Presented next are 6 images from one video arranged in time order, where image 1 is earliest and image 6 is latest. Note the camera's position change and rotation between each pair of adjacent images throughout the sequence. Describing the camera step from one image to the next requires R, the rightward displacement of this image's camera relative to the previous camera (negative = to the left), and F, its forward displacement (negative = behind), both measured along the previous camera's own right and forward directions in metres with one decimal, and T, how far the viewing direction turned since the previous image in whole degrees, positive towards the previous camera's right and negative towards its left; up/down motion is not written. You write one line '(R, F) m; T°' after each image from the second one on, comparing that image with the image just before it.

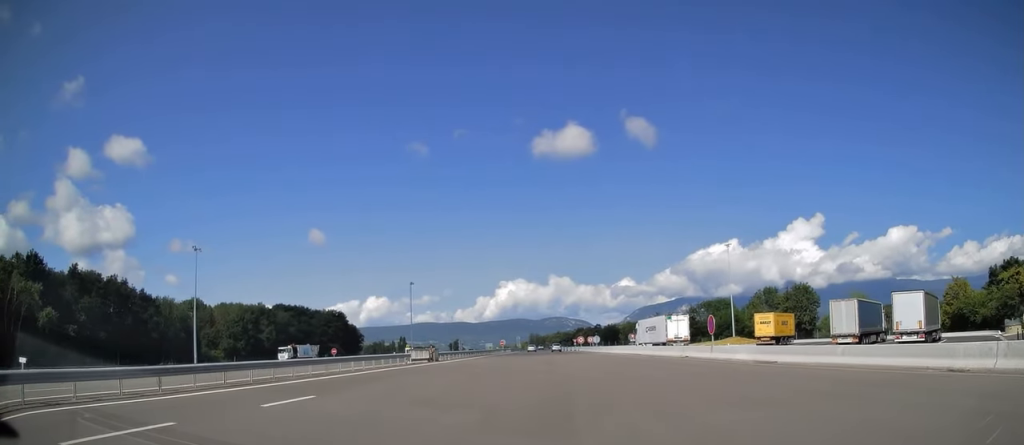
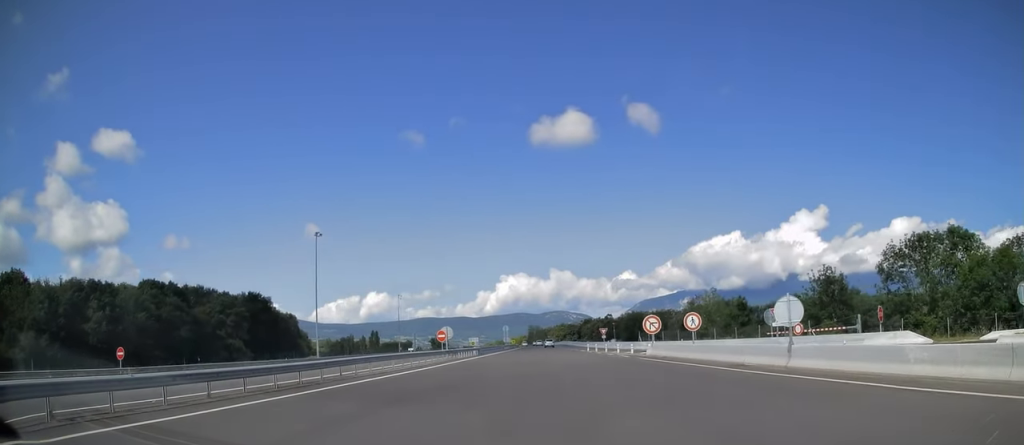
(-1.2, +75.0) m; -1°
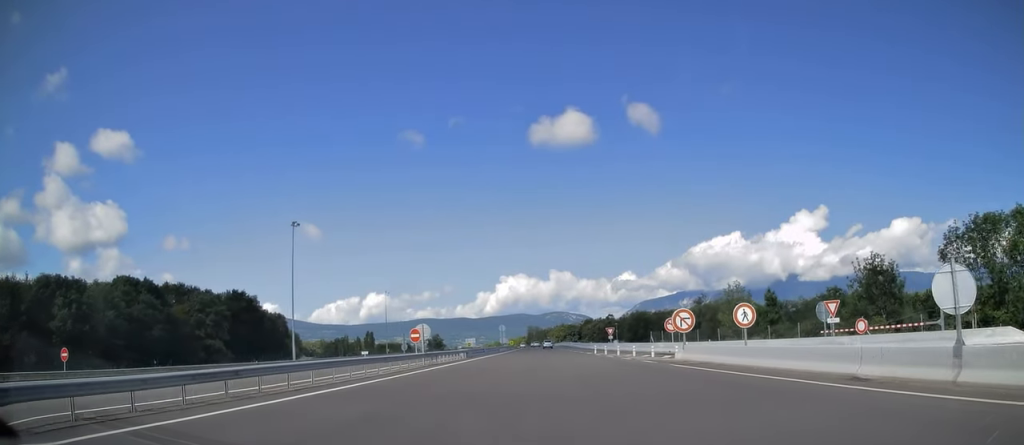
(0.0, +9.6) m; 0°
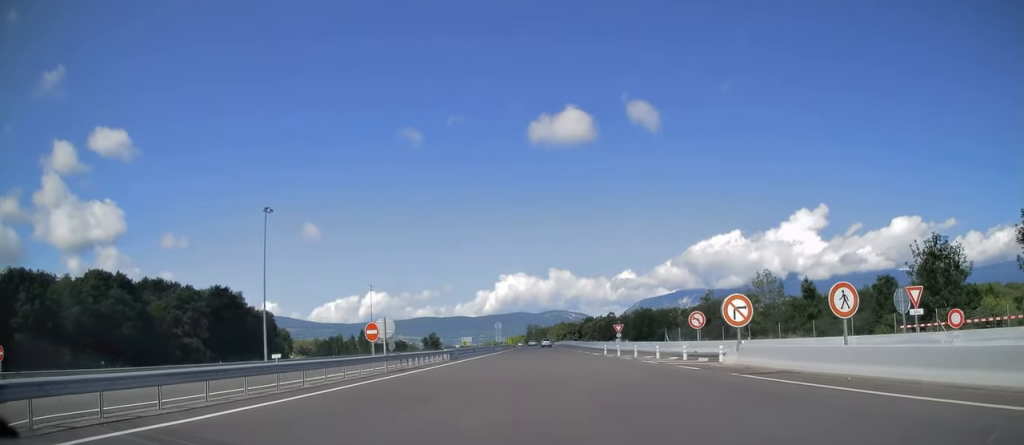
(0.0, +9.4) m; +1°
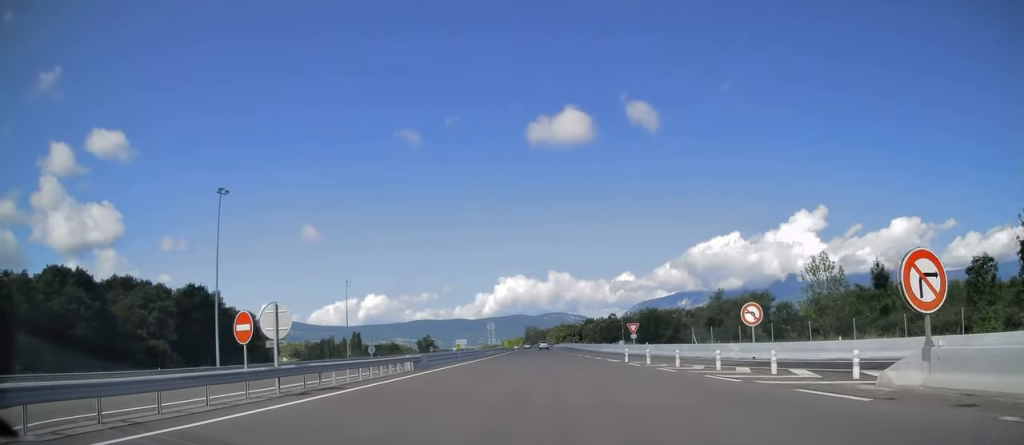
(-0.1, +12.4) m; +1°
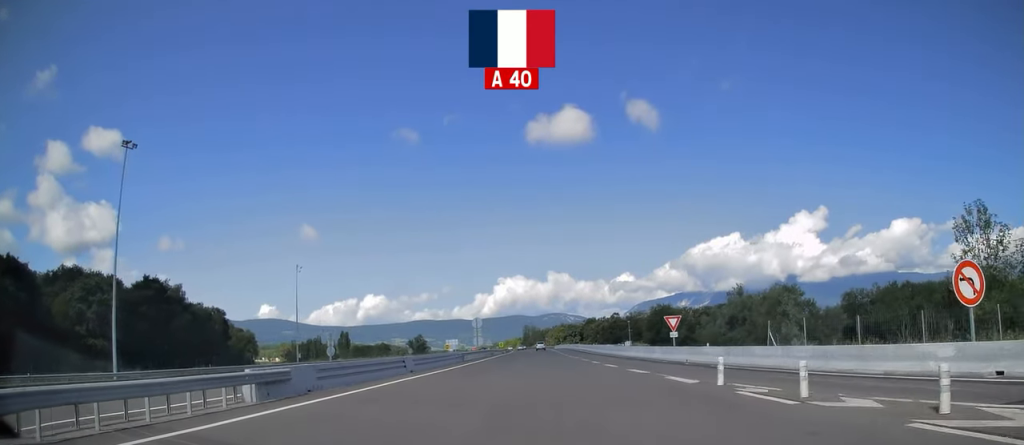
(+0.5, +18.6) m; 0°
